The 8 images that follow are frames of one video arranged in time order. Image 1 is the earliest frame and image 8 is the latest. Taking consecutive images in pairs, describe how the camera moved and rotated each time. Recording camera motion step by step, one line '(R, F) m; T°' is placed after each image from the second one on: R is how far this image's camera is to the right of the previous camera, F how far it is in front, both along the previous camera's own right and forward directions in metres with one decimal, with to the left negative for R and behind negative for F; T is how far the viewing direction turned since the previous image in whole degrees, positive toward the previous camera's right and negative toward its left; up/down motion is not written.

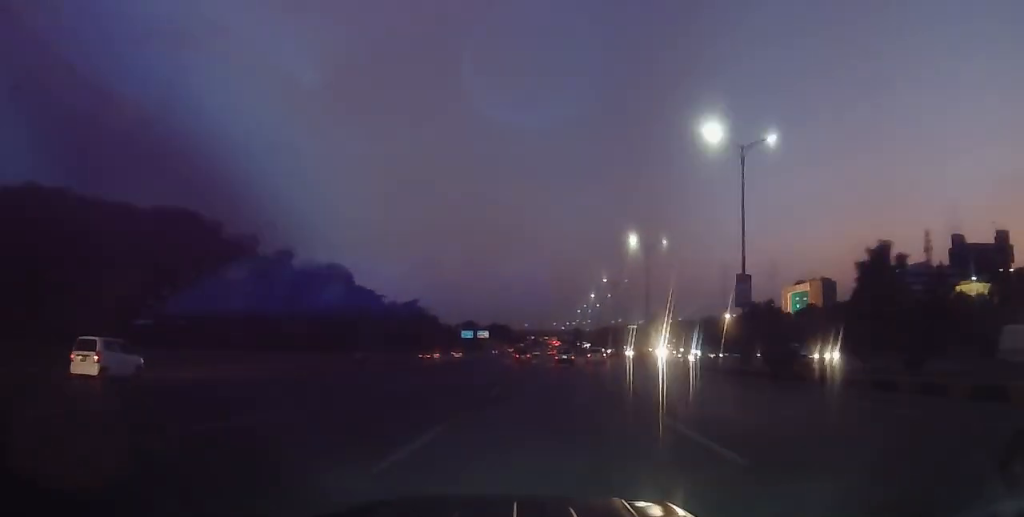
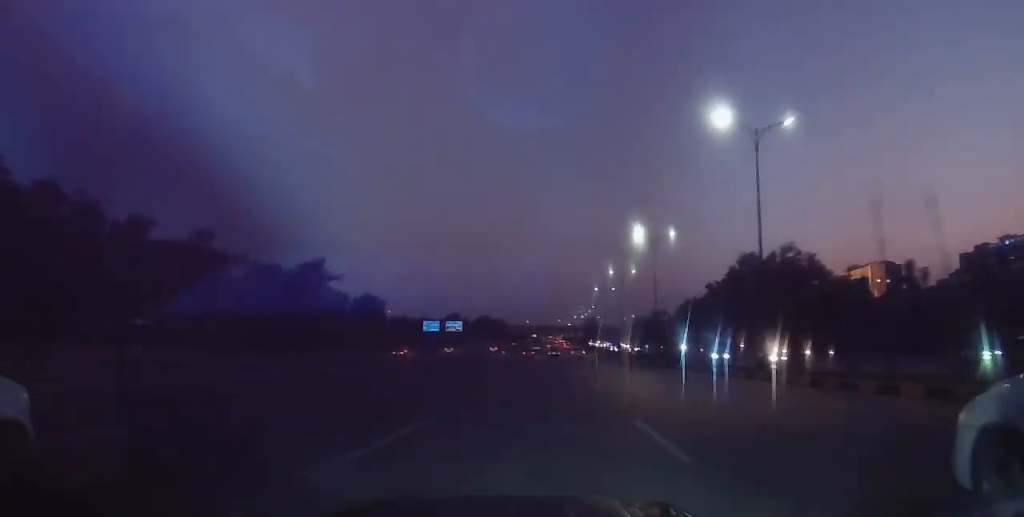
(-0.2, +84.1) m; 0°
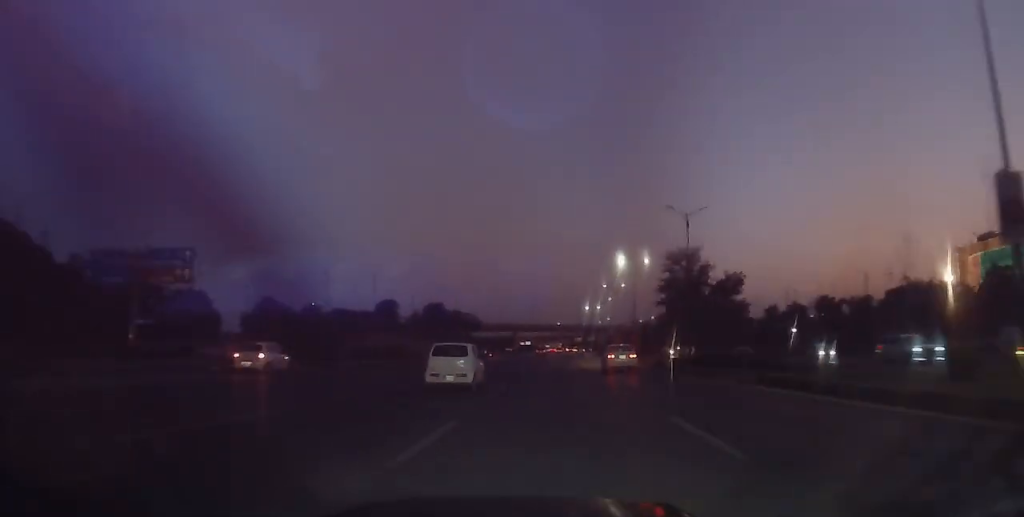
(-0.5, +156.1) m; 0°
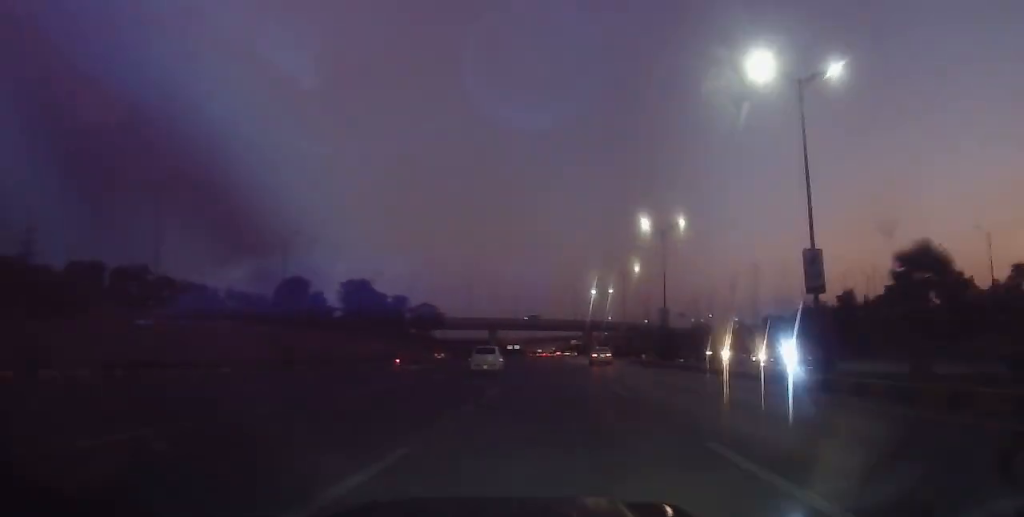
(+0.6, +72.9) m; 0°
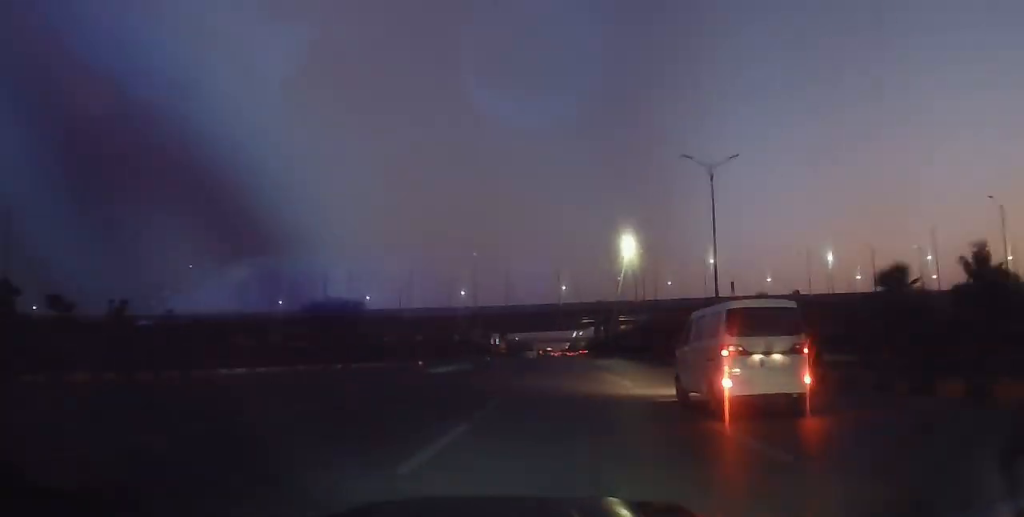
(-0.5, +243.7) m; 0°
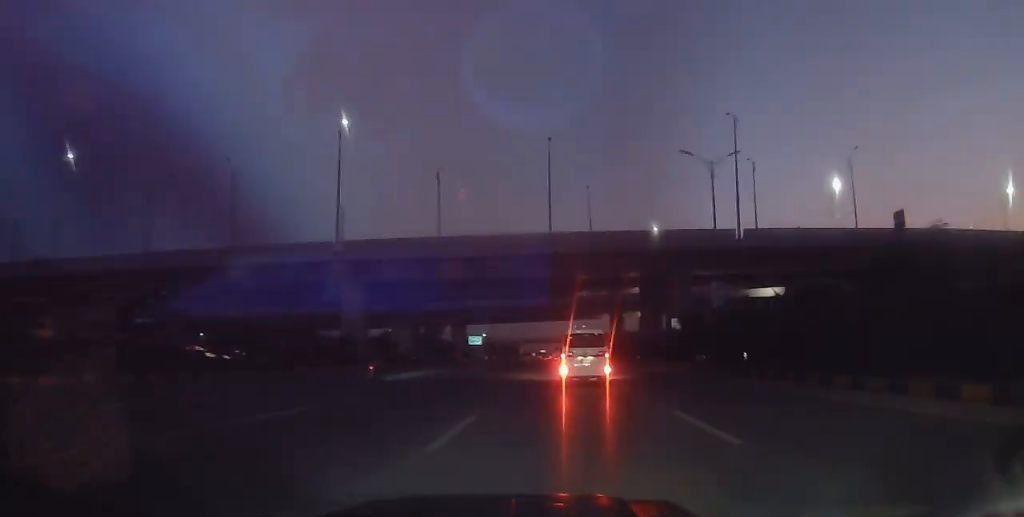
(+0.4, +70.4) m; 0°
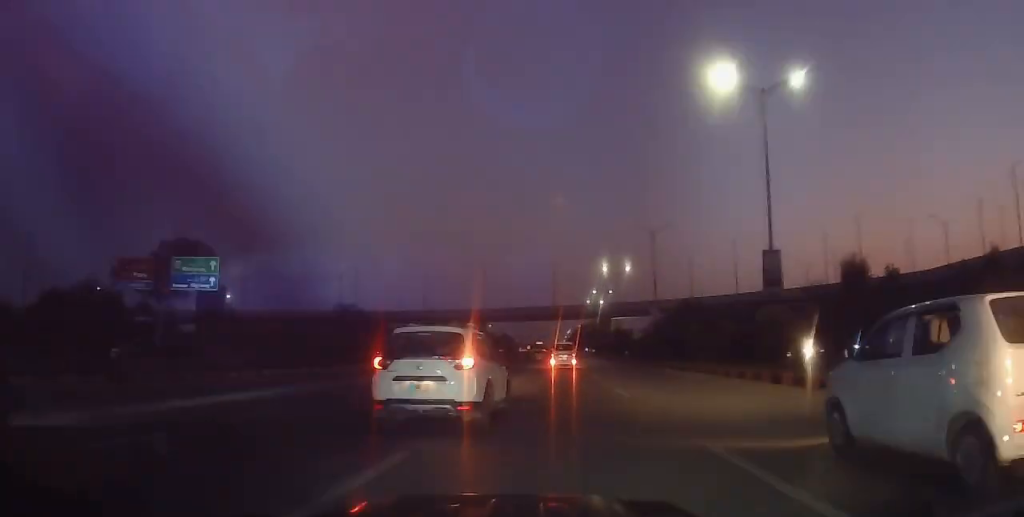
(0.0, +163.7) m; 0°
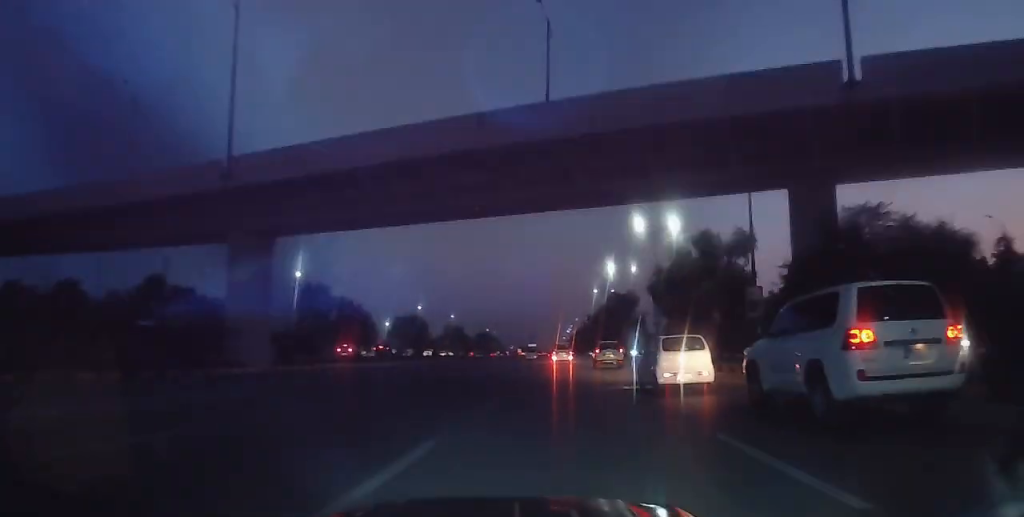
(0.0, +103.6) m; 0°
